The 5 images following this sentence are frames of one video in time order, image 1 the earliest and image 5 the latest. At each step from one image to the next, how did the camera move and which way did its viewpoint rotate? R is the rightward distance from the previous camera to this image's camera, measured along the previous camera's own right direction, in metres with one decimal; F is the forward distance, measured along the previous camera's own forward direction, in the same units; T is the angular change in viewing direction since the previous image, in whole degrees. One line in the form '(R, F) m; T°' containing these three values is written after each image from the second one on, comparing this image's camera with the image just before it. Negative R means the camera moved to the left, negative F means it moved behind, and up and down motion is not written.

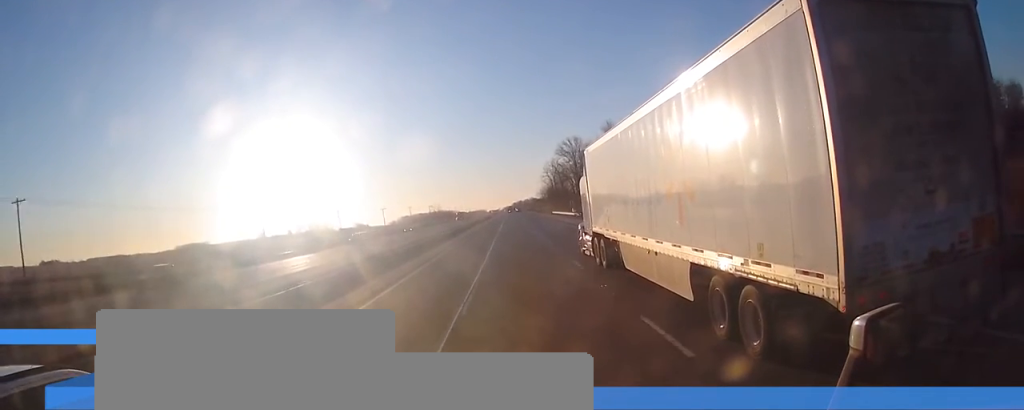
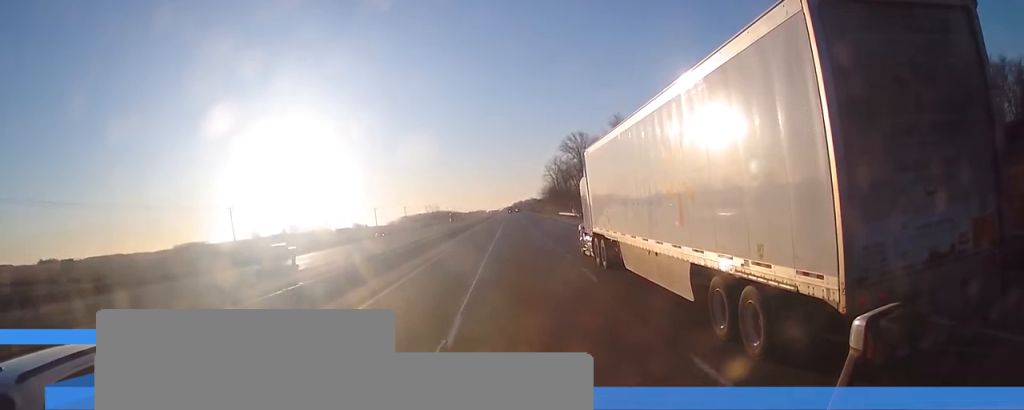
(0.0, +15.6) m; 0°
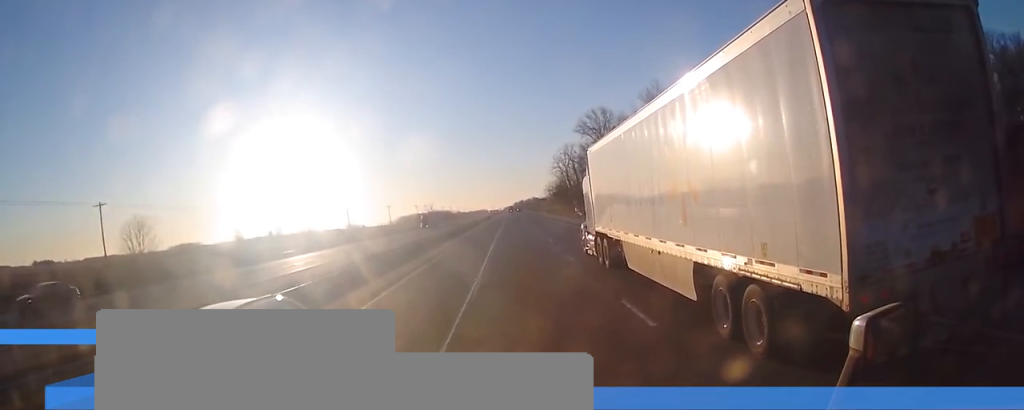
(-0.4, +42.8) m; 0°
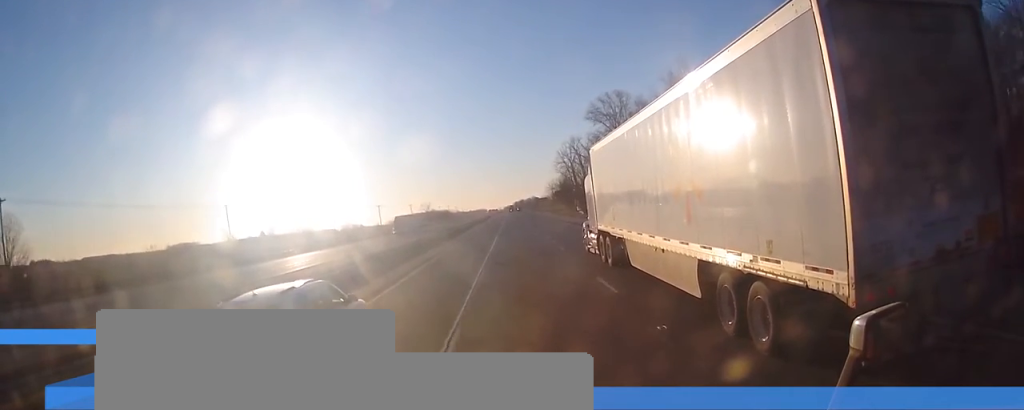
(+0.2, +20.4) m; 0°
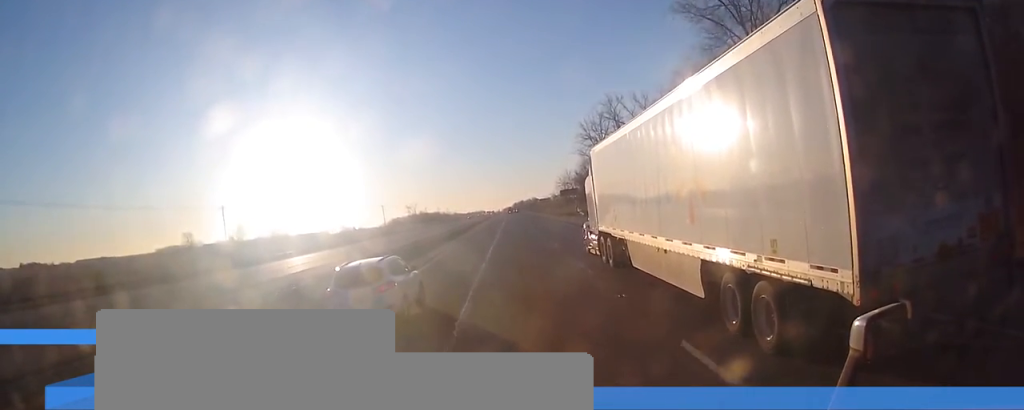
(-0.7, +69.1) m; 0°
